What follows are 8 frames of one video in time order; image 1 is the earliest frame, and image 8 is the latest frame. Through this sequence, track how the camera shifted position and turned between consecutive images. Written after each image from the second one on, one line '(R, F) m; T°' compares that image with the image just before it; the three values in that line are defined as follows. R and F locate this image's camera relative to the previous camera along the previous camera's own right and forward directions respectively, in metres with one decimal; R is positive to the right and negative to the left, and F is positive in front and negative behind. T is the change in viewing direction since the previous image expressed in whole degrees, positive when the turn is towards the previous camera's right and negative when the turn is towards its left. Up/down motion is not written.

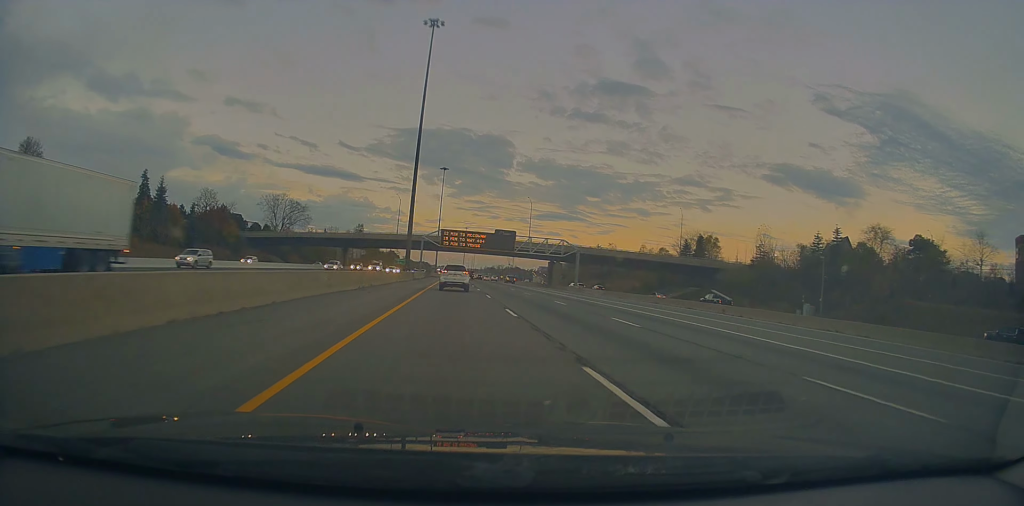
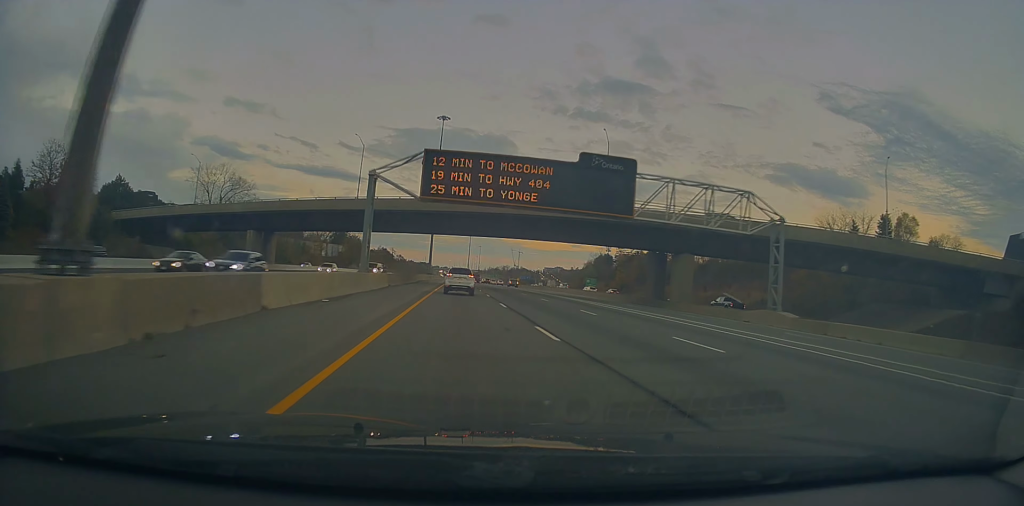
(+0.9, +65.5) m; +1°
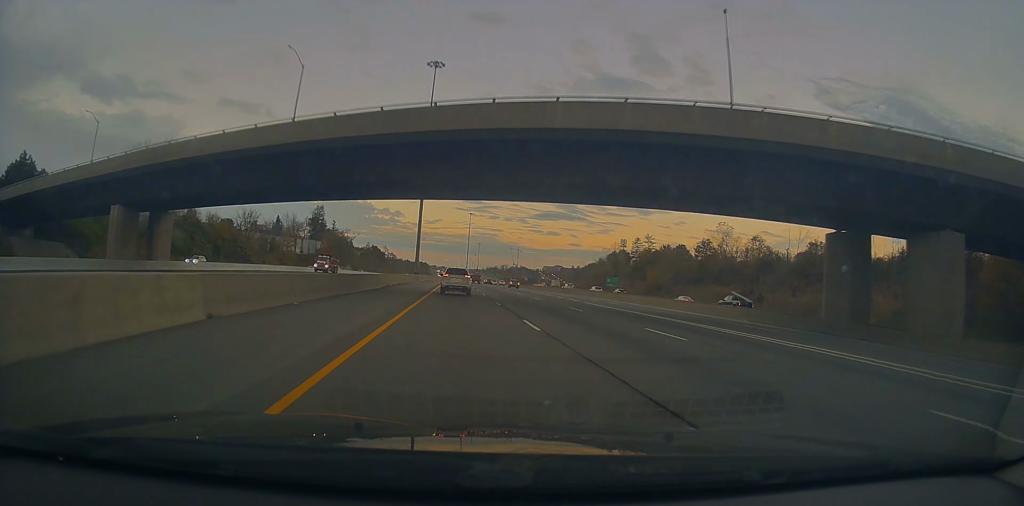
(+0.1, +33.8) m; 0°
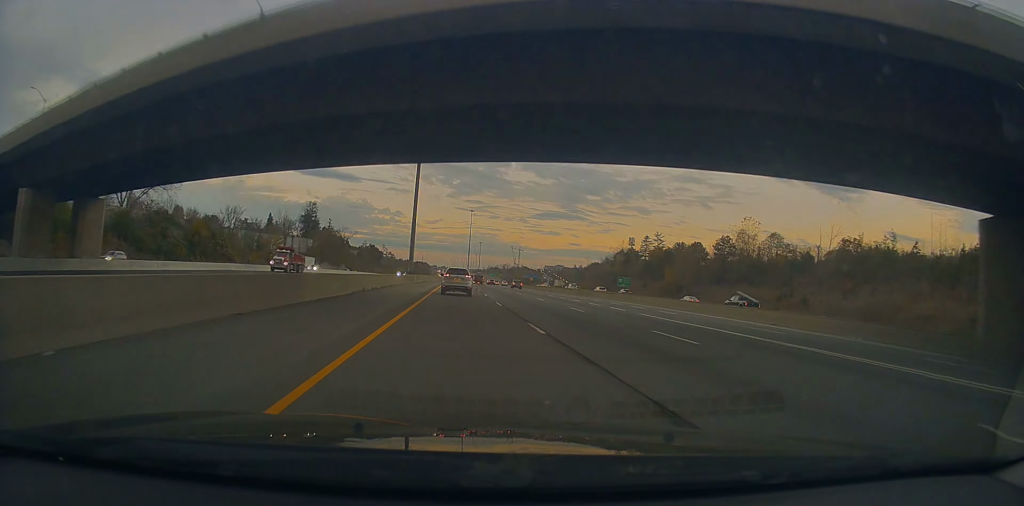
(0.0, +12.7) m; 0°
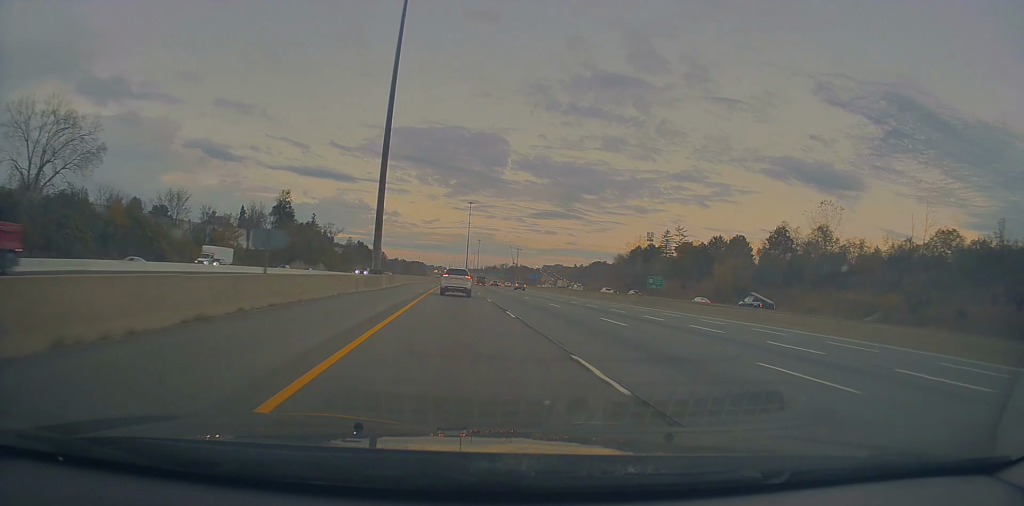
(-0.1, +30.9) m; 0°
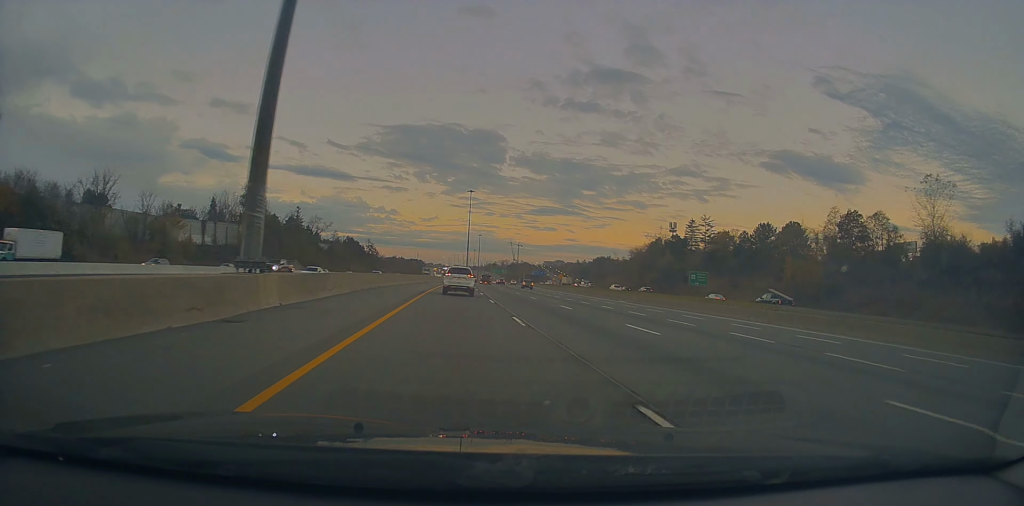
(+0.1, +27.7) m; 0°
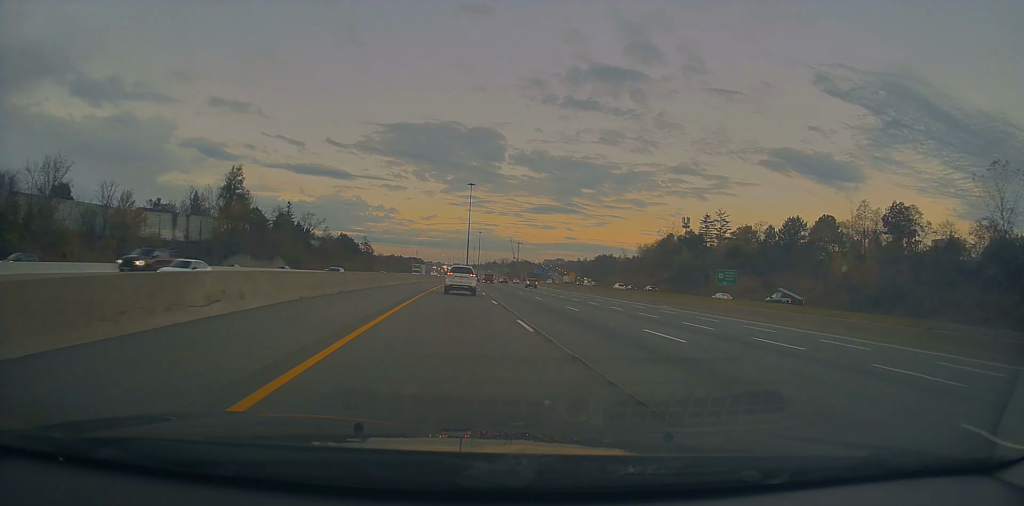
(+0.1, +13.8) m; 0°
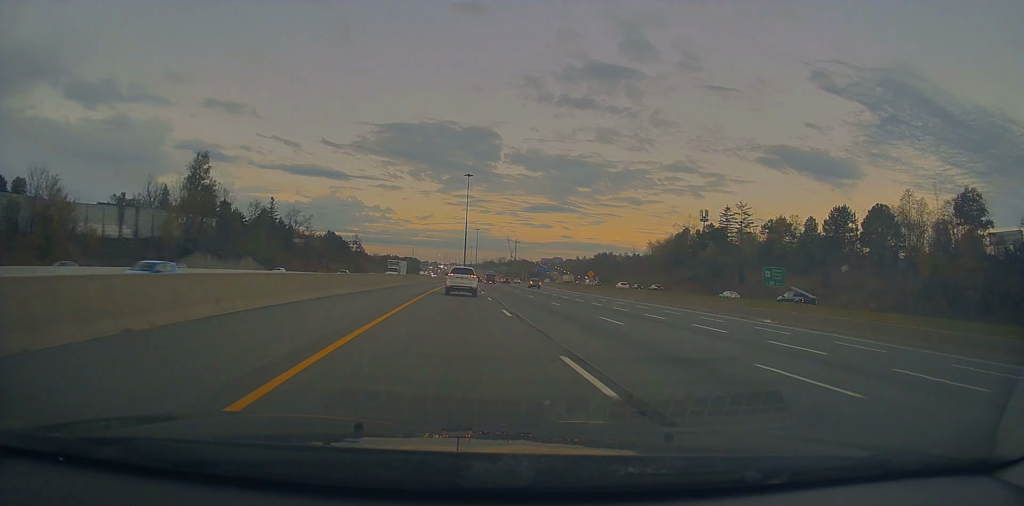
(-0.1, +18.9) m; +1°
